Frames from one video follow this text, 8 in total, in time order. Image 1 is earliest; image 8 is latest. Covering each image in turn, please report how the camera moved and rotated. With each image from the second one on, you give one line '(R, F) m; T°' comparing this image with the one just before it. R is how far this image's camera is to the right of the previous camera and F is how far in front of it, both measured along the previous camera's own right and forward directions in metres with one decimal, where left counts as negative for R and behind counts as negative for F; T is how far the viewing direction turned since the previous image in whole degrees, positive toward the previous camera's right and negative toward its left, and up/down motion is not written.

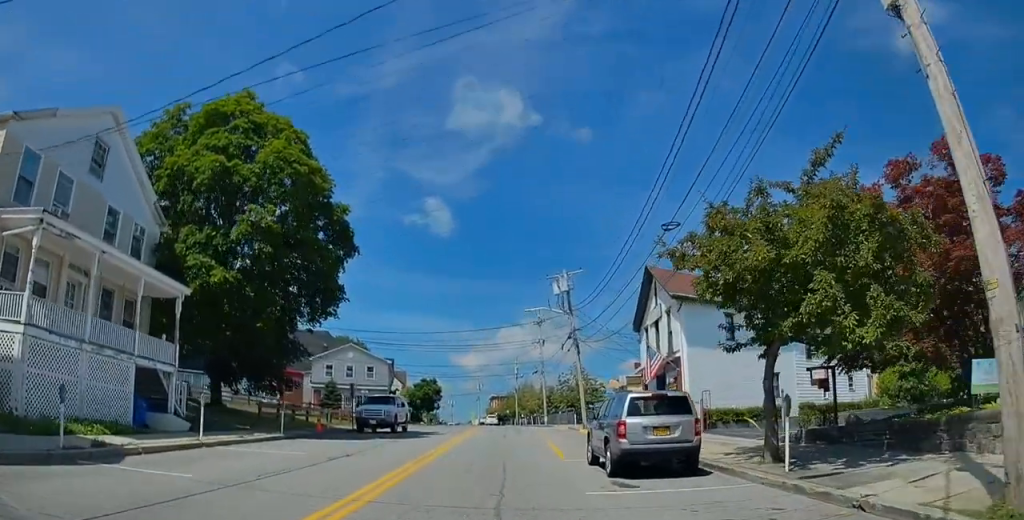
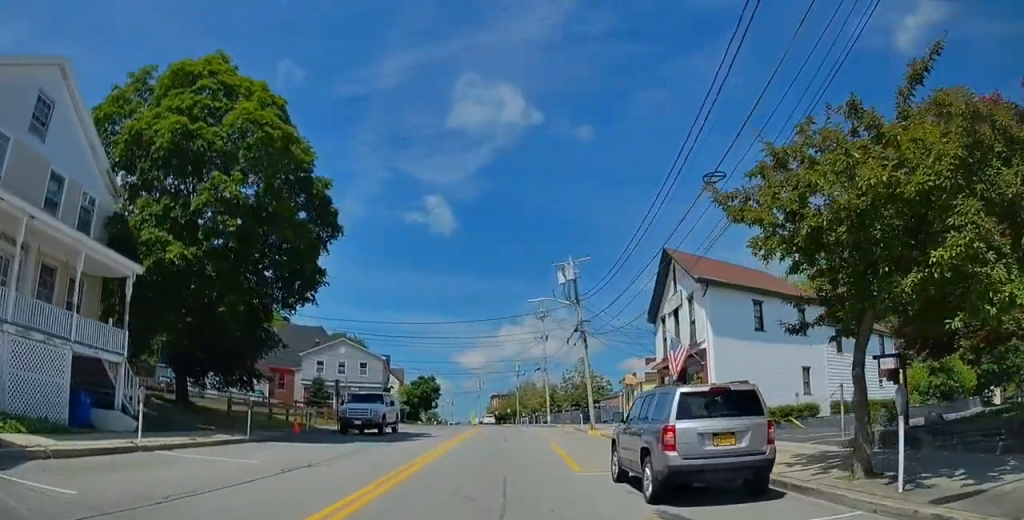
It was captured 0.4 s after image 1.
(0.0, +3.6) m; 0°
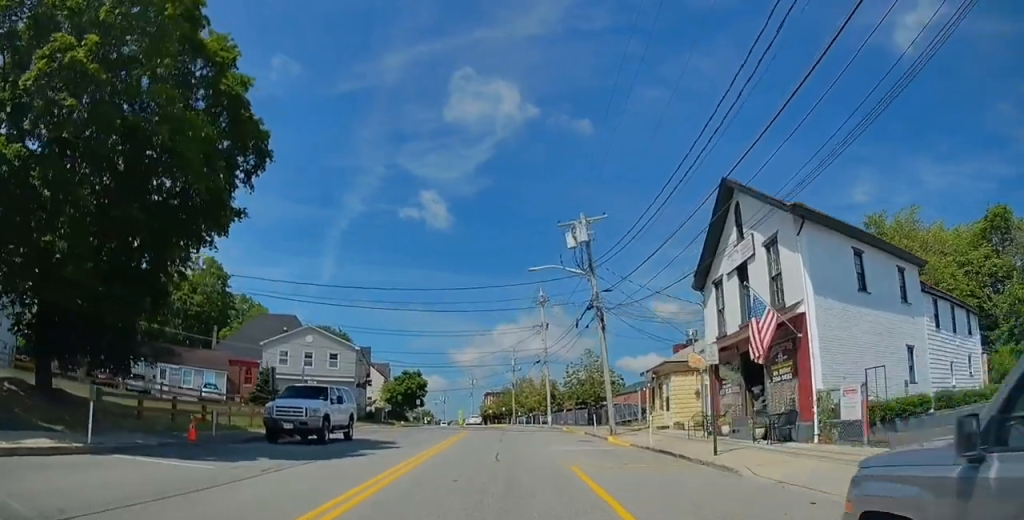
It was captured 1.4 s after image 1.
(+0.1, +9.1) m; 0°
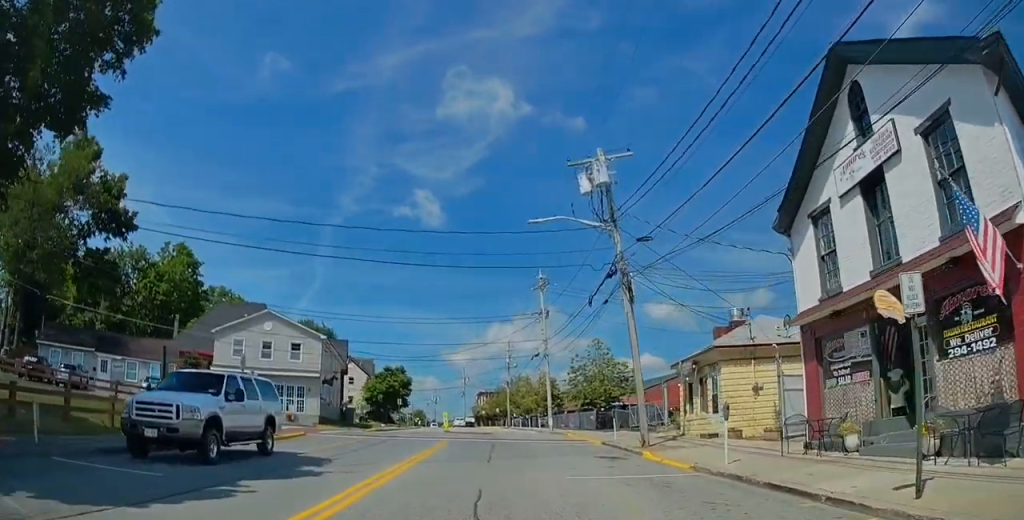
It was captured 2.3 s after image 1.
(0.0, +8.2) m; 0°
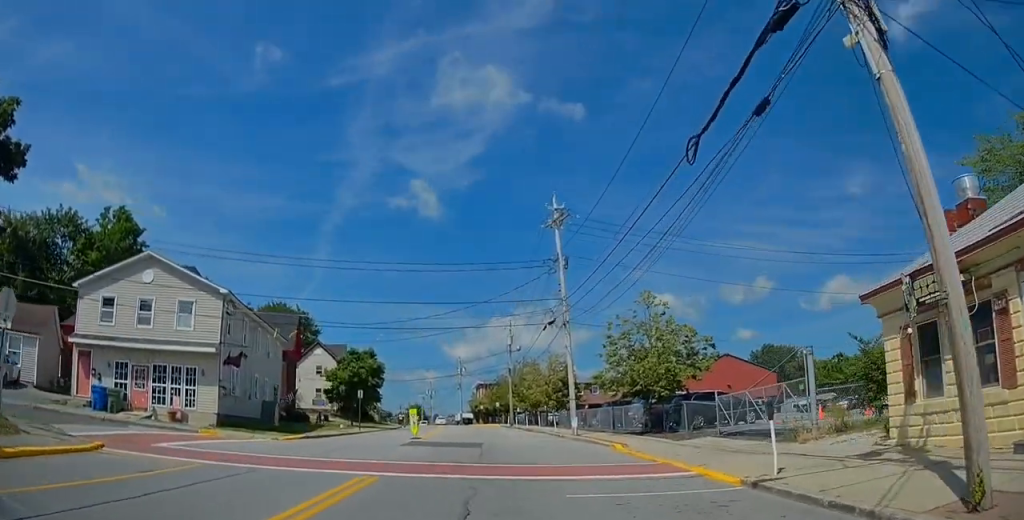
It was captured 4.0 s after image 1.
(+0.2, +16.6) m; +1°
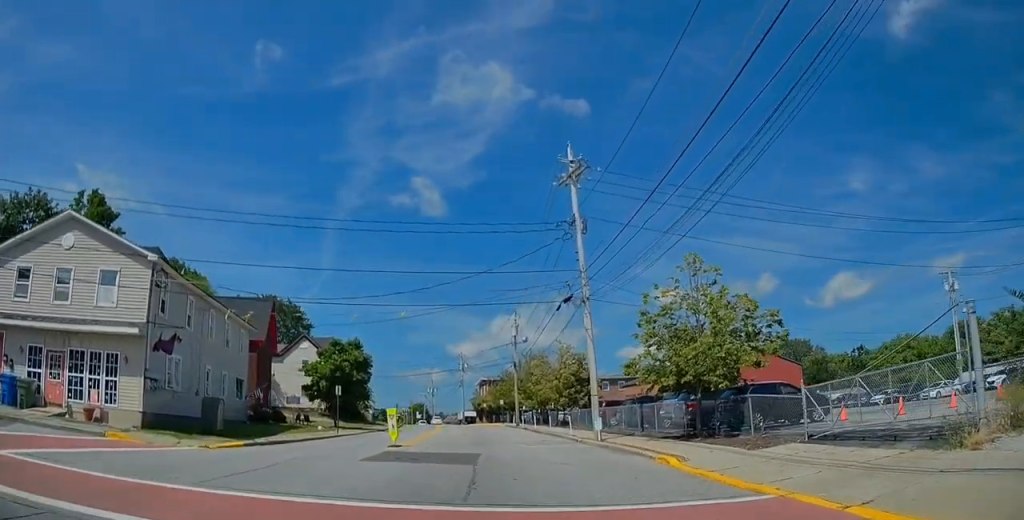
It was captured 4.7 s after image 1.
(0.0, +6.9) m; 0°
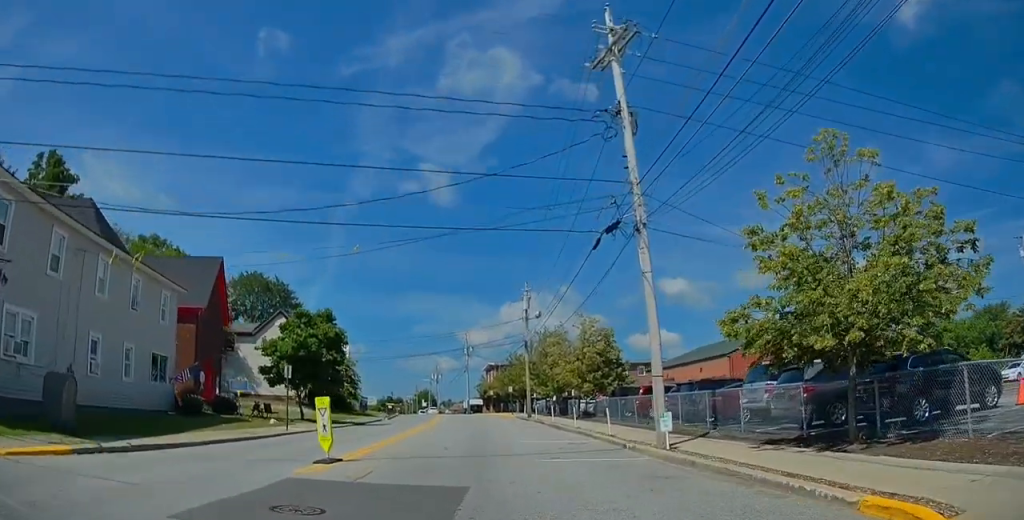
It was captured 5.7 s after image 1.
(0.0, +9.9) m; 0°
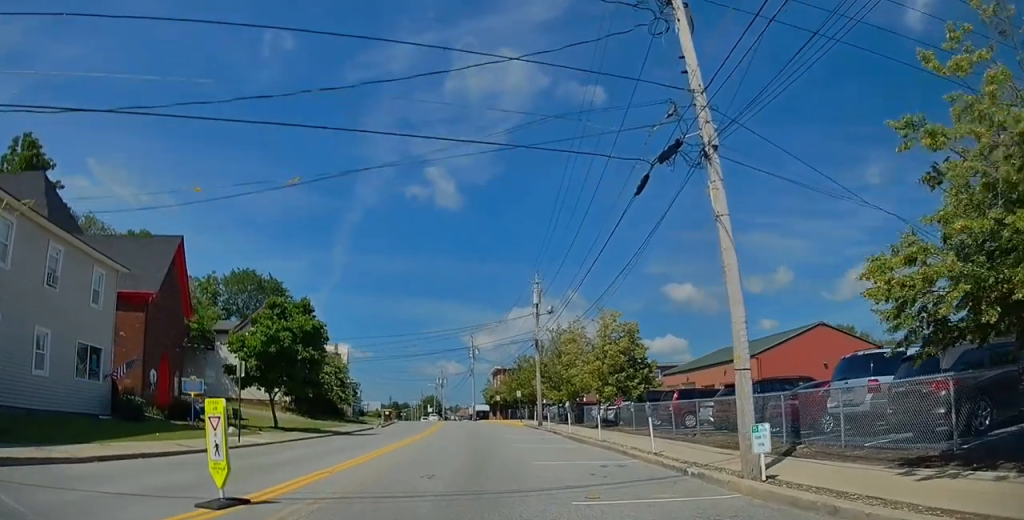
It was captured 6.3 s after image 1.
(0.0, +5.8) m; -1°
